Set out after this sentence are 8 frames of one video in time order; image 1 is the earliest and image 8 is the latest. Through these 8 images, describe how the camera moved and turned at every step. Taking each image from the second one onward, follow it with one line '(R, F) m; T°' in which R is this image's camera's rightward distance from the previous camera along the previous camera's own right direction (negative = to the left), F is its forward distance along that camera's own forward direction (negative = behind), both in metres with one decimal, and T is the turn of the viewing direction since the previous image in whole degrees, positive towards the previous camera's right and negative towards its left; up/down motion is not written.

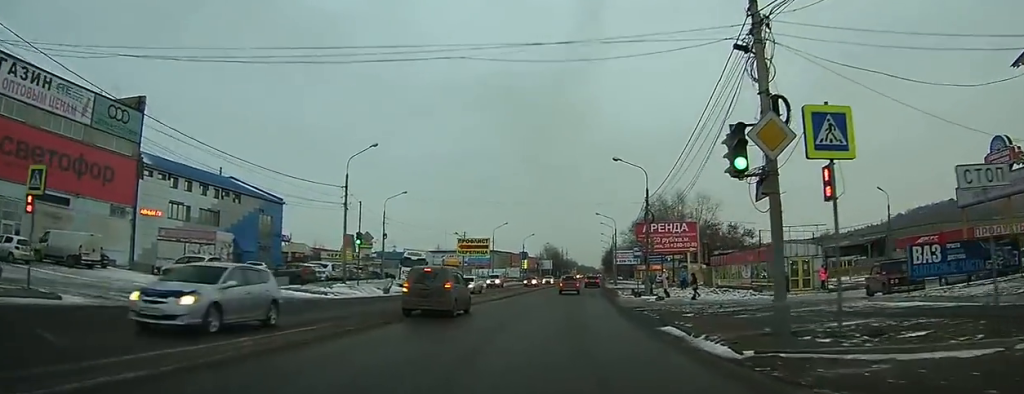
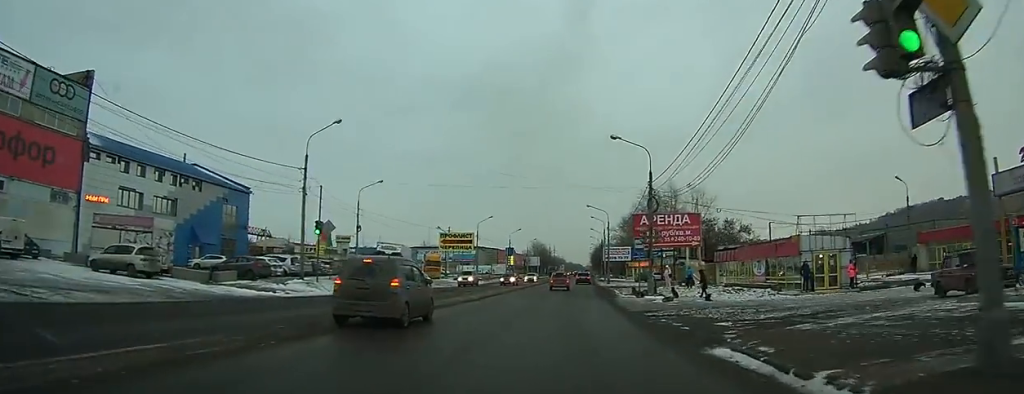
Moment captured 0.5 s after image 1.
(0.0, +5.9) m; +2°
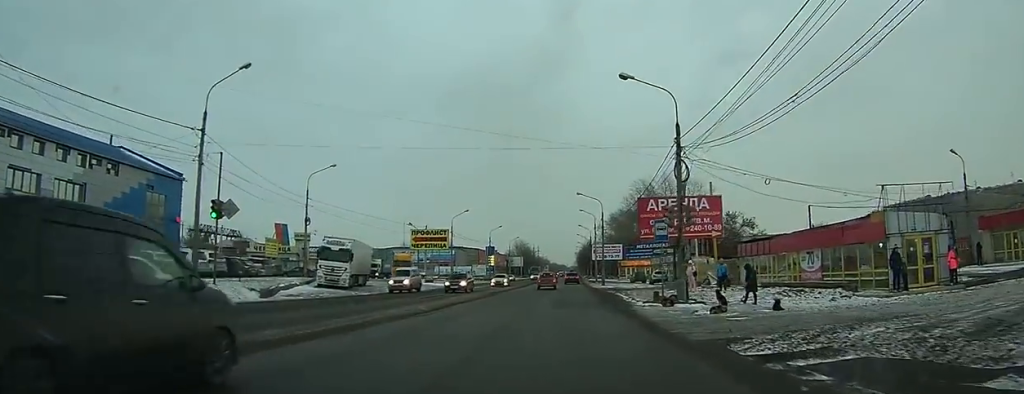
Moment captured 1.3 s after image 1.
(+0.4, +11.1) m; +5°
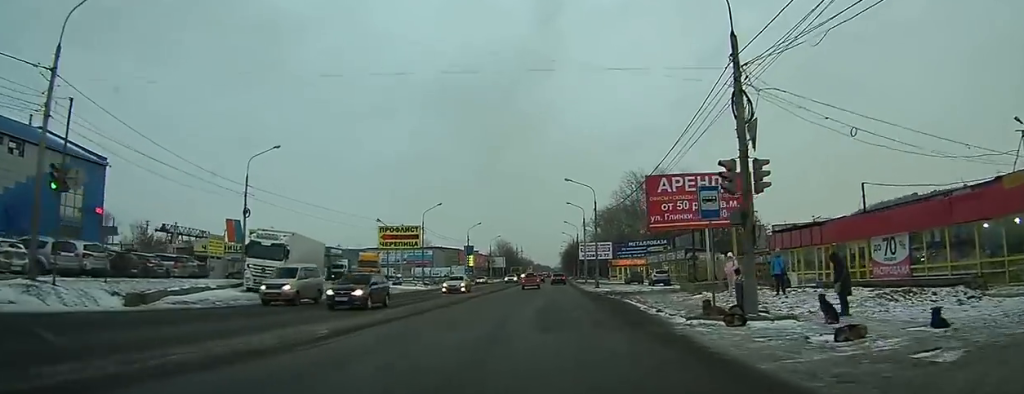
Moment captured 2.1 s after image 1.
(+0.4, +9.6) m; +4°
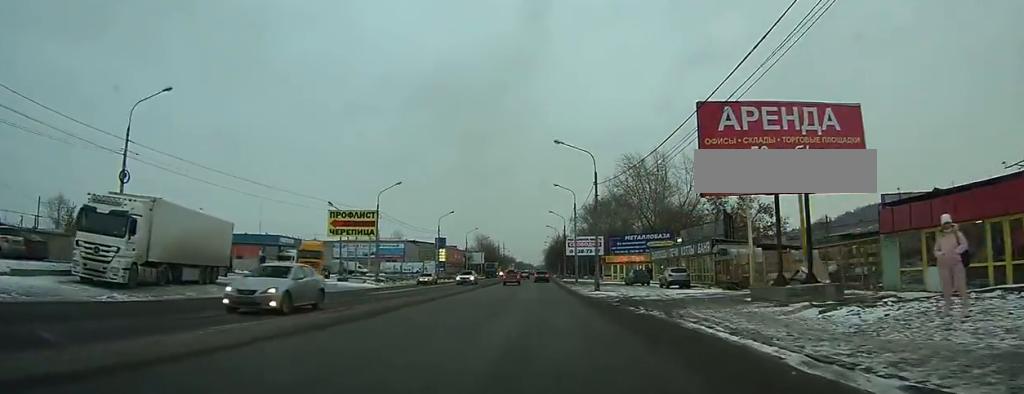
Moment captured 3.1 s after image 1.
(+0.6, +14.3) m; +2°
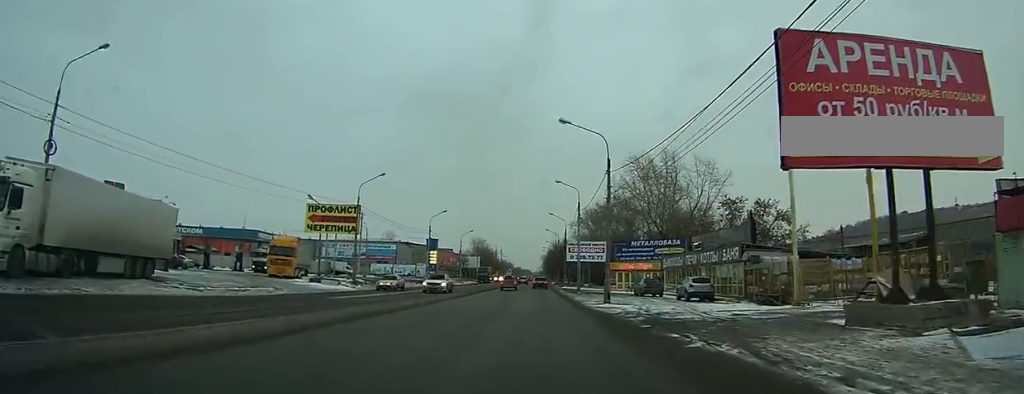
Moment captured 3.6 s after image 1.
(0.0, +6.8) m; 0°
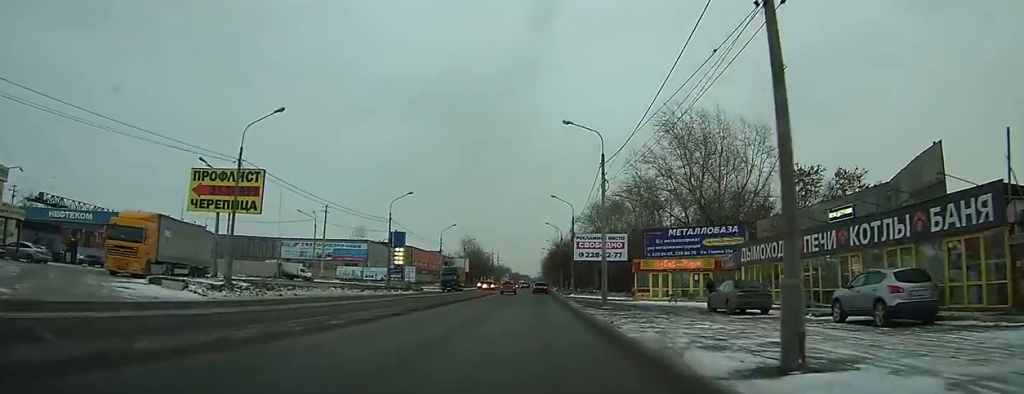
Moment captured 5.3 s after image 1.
(-0.2, +22.8) m; -1°
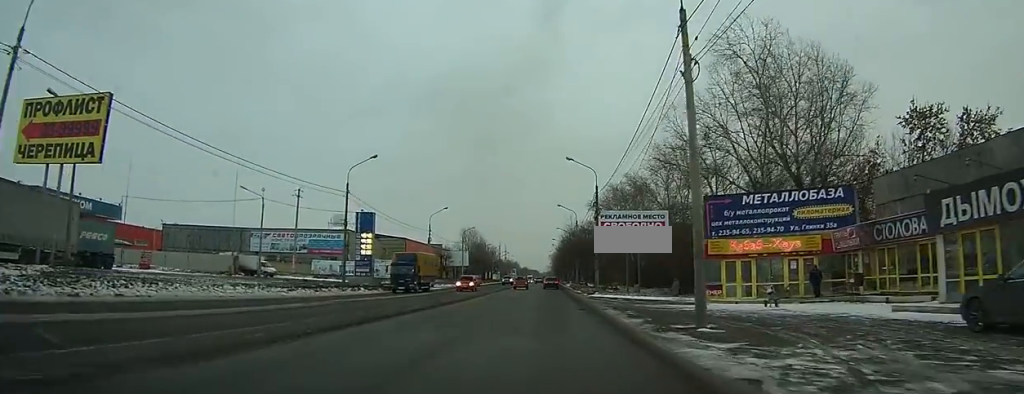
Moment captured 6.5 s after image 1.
(-0.2, +17.7) m; -1°
